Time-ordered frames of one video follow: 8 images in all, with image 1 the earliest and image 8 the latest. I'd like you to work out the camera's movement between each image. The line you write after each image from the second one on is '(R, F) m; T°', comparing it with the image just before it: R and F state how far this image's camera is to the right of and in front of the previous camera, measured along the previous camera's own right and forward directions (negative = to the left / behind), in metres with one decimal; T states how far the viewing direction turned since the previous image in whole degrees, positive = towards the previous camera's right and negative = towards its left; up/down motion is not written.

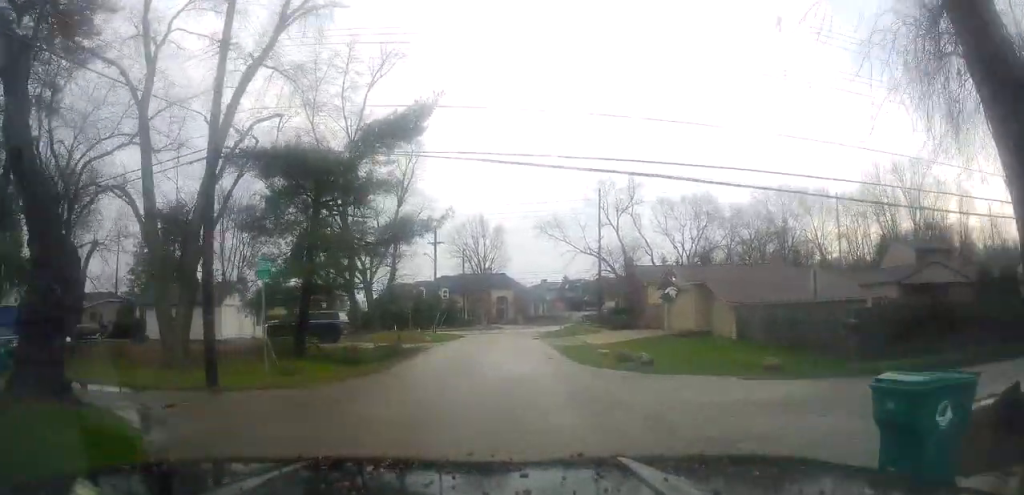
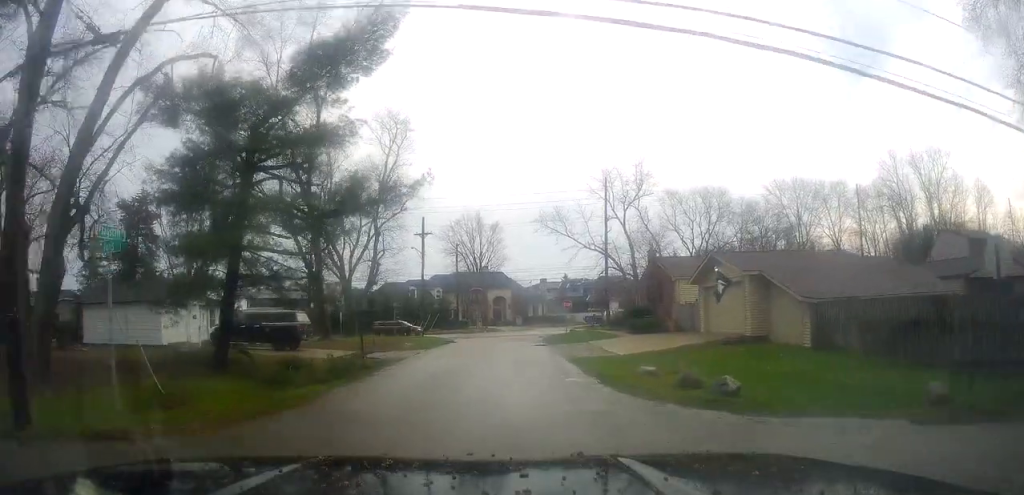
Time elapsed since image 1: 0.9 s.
(0.0, +7.3) m; 0°
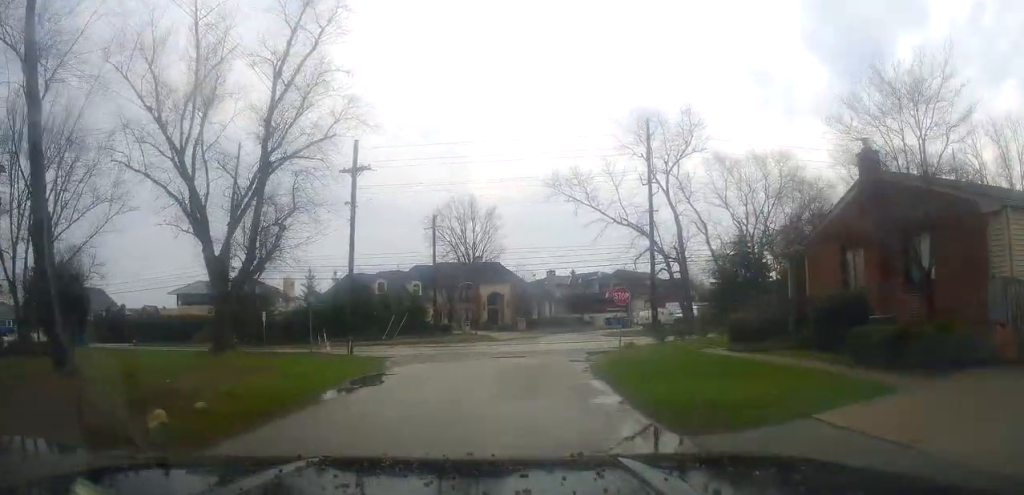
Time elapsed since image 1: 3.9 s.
(+1.0, +24.0) m; +4°
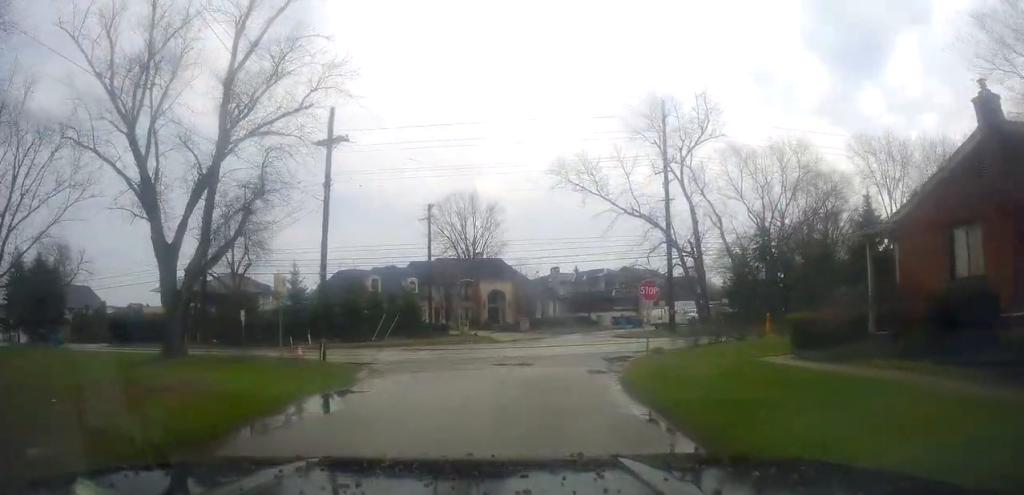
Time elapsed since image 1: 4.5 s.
(+0.3, +5.0) m; +2°
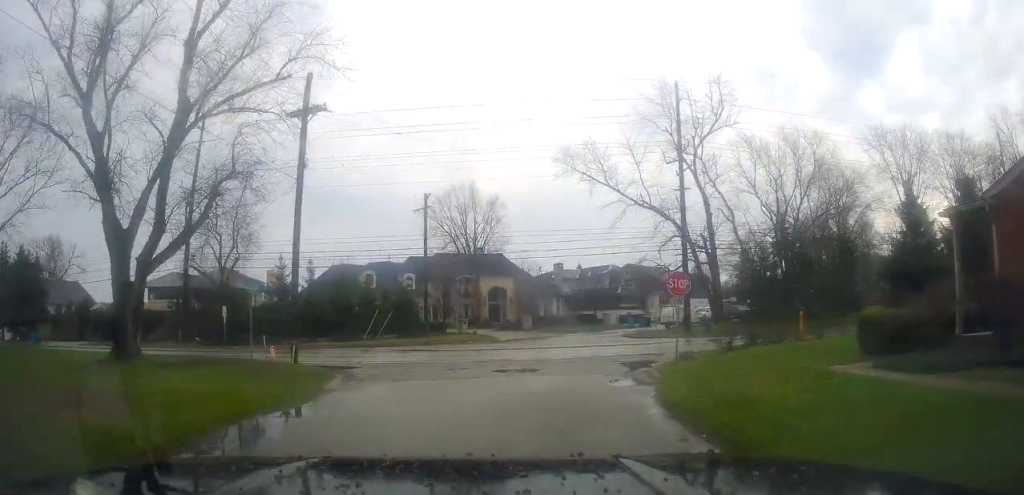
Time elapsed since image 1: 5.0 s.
(+0.1, +3.8) m; 0°
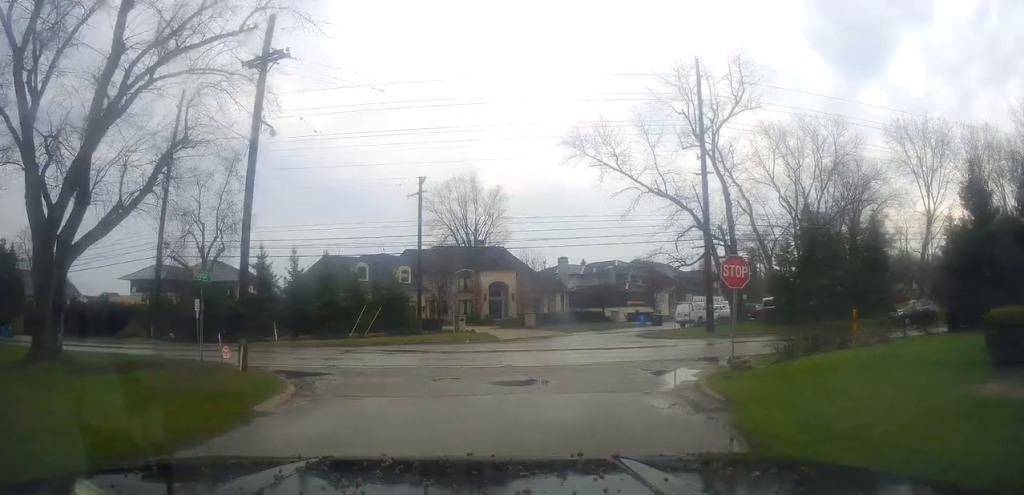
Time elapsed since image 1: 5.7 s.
(+0.1, +4.8) m; -3°
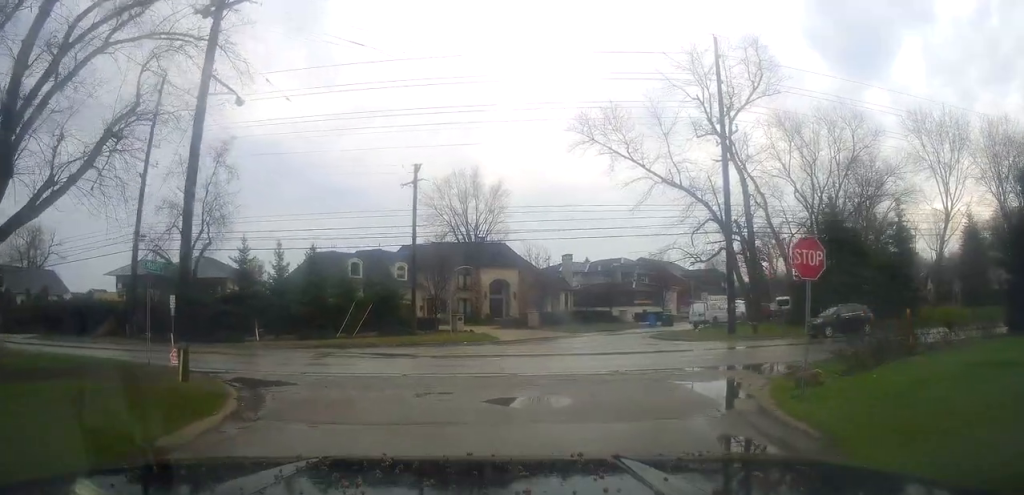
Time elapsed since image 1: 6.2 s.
(-0.2, +3.7) m; +2°
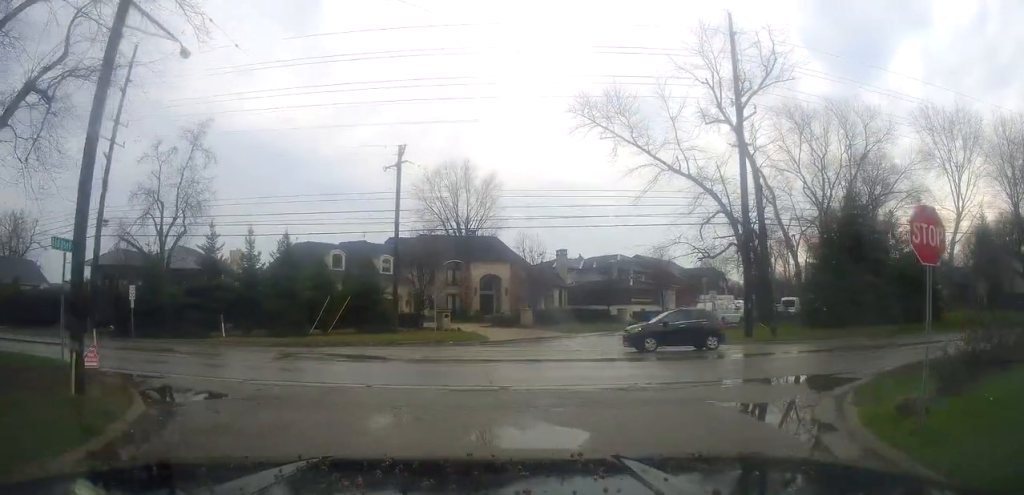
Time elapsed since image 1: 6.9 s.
(-0.3, +4.0) m; +4°
